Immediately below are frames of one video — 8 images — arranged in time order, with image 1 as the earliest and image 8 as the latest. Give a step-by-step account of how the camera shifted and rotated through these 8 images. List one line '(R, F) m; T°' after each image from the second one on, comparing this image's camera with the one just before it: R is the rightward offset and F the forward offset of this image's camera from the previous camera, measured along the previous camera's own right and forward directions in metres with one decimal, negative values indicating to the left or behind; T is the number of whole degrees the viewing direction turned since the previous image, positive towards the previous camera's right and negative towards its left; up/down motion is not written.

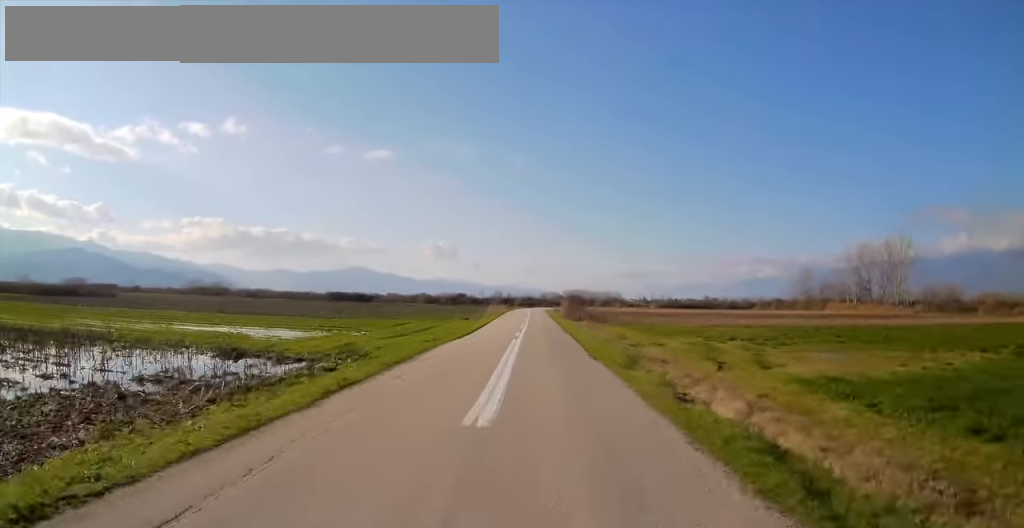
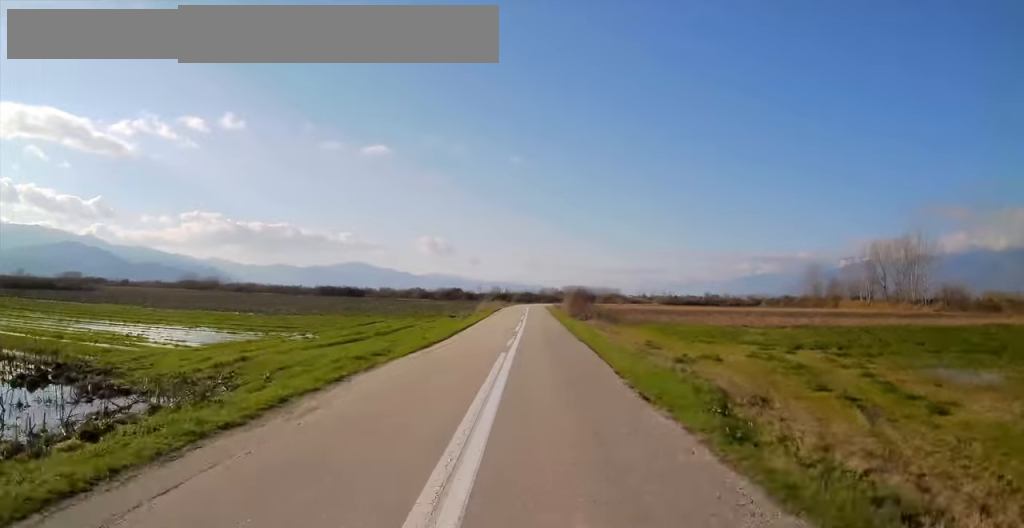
(0.0, +9.4) m; 0°
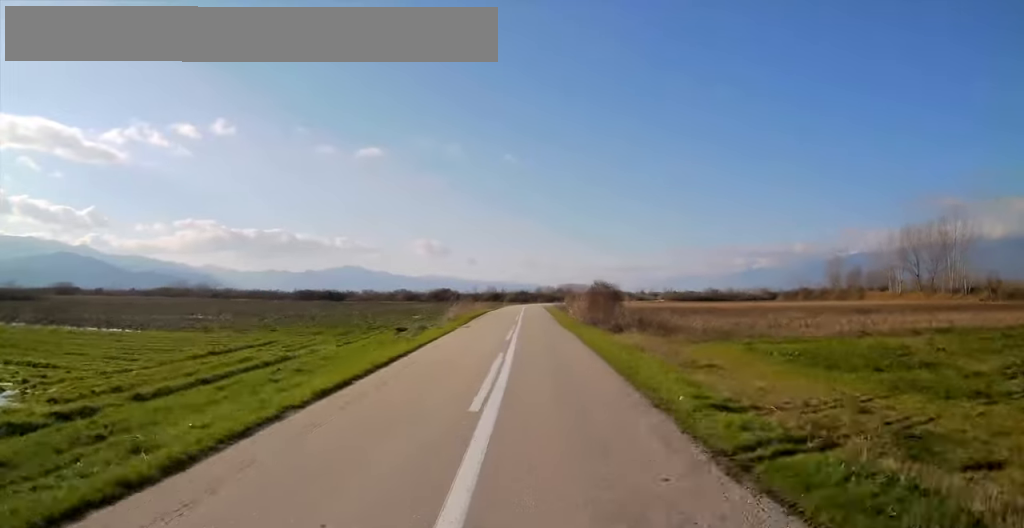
(-0.2, +18.6) m; 0°
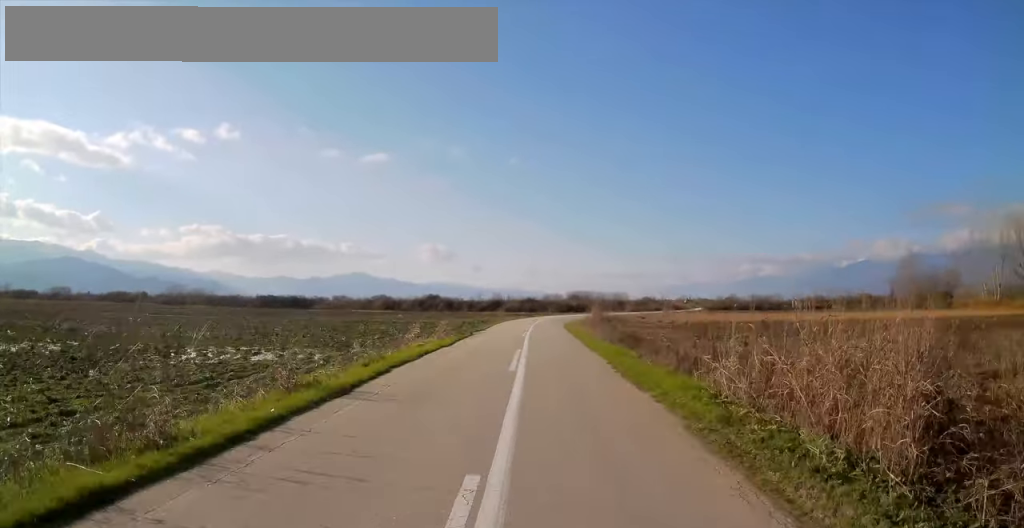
(-0.2, +37.6) m; -1°
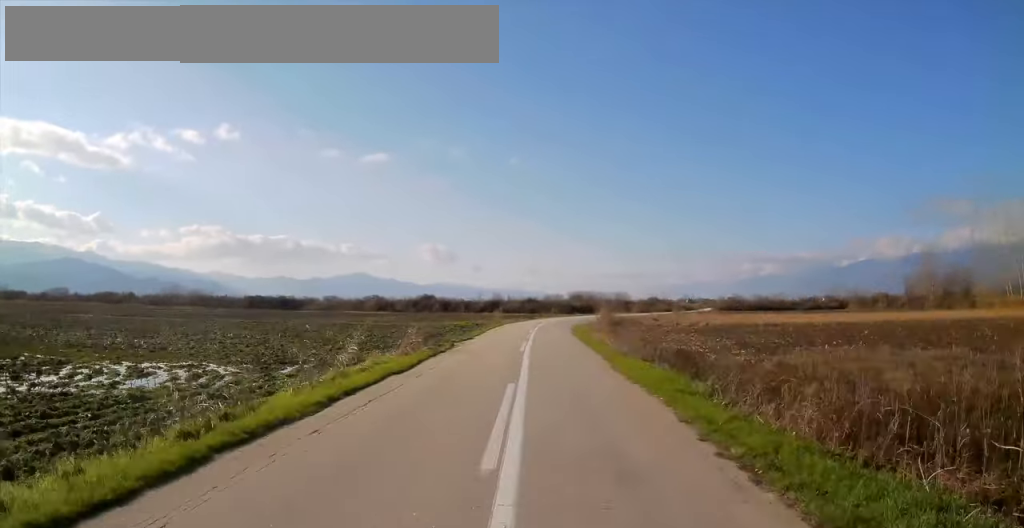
(-0.1, +8.5) m; +1°
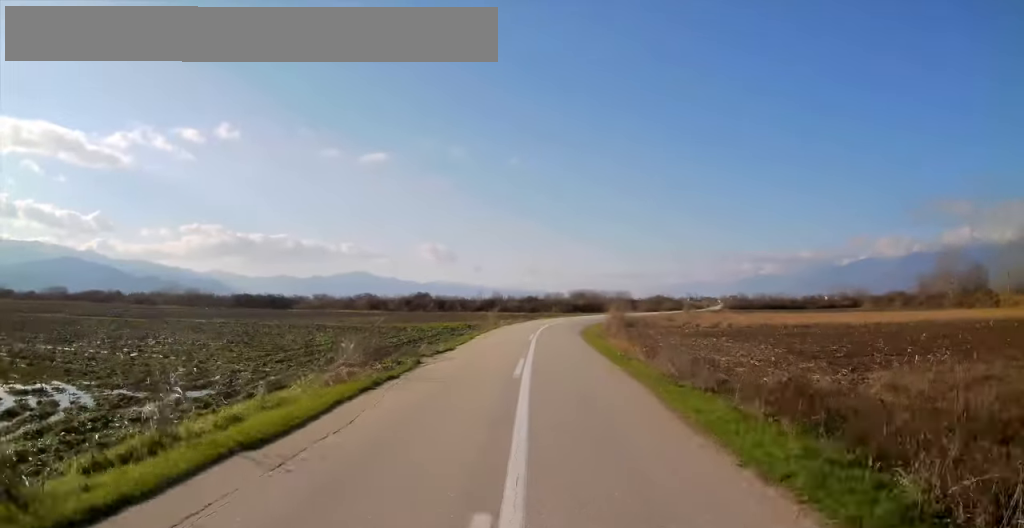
(0.0, +7.8) m; +1°
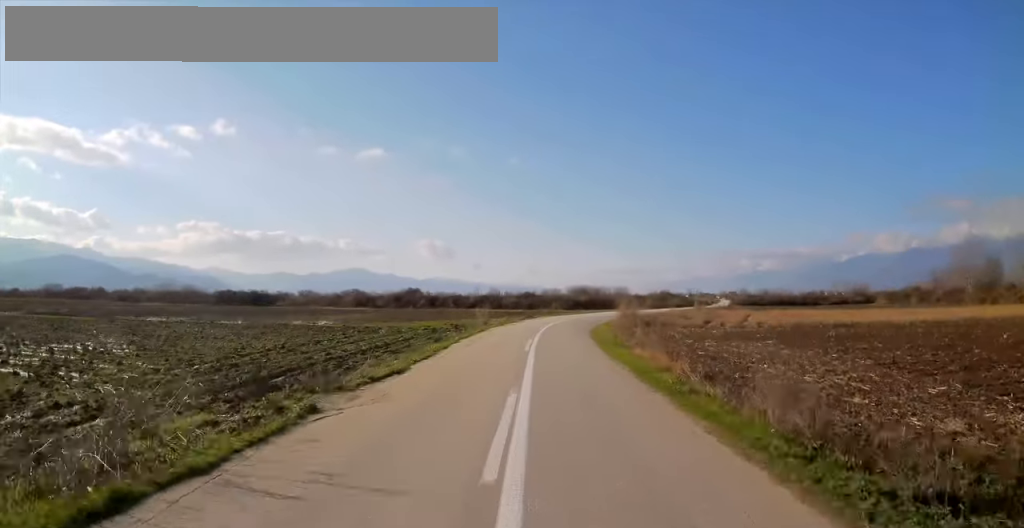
(+0.2, +8.2) m; +1°
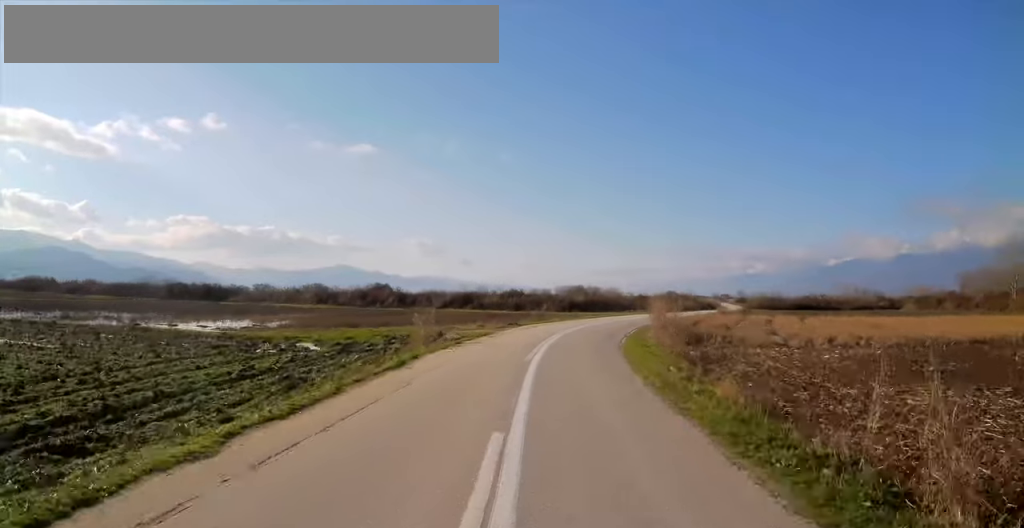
(+0.2, +18.1) m; +2°
